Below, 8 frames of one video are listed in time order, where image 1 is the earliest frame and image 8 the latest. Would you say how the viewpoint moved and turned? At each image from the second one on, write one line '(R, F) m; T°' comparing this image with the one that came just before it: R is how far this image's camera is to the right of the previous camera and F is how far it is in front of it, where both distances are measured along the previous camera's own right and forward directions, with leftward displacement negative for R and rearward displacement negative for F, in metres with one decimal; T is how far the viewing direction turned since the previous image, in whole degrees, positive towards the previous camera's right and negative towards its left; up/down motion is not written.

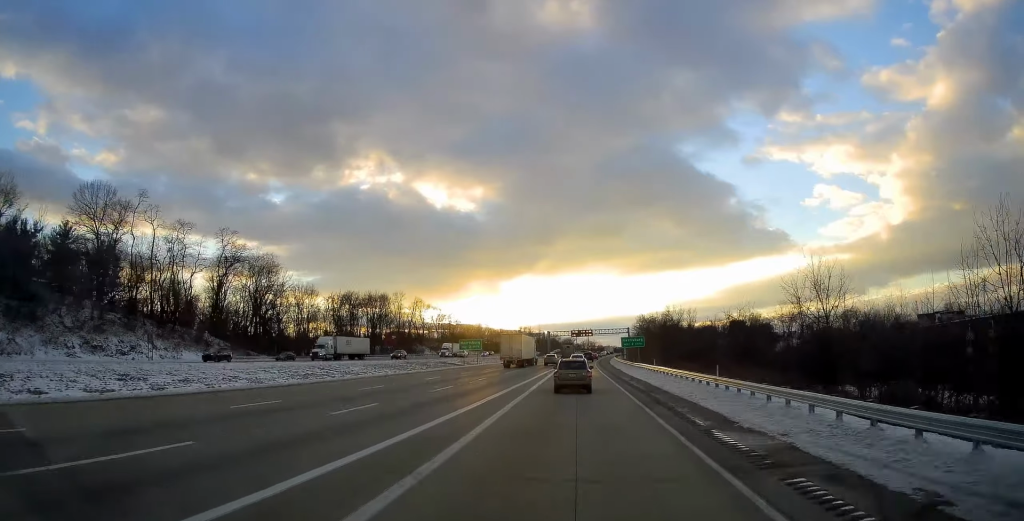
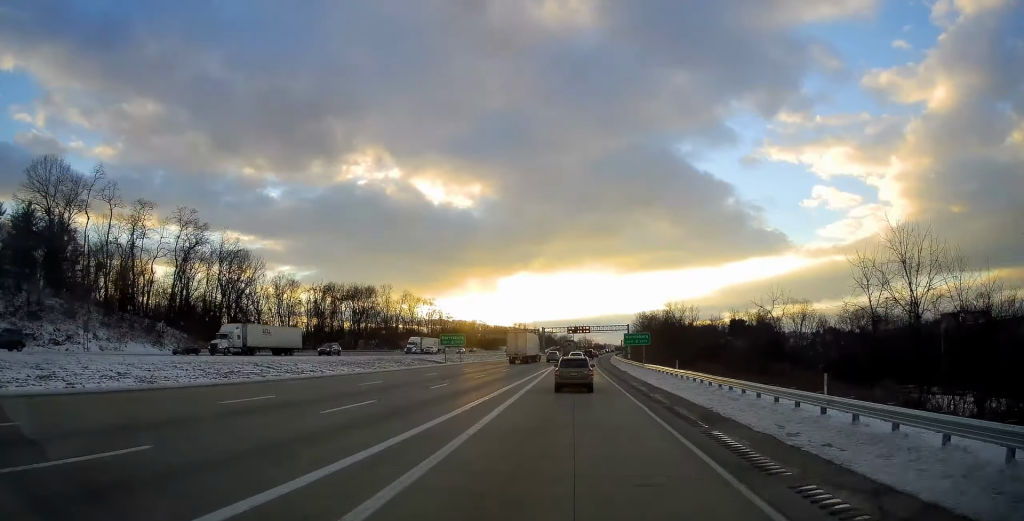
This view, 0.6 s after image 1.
(0.0, +12.1) m; 0°
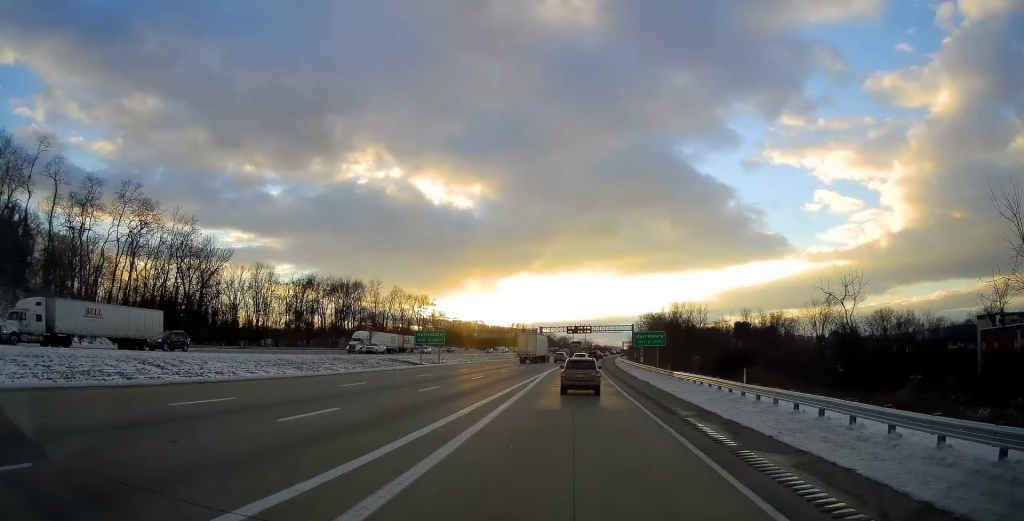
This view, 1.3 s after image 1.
(-0.1, +14.6) m; +1°
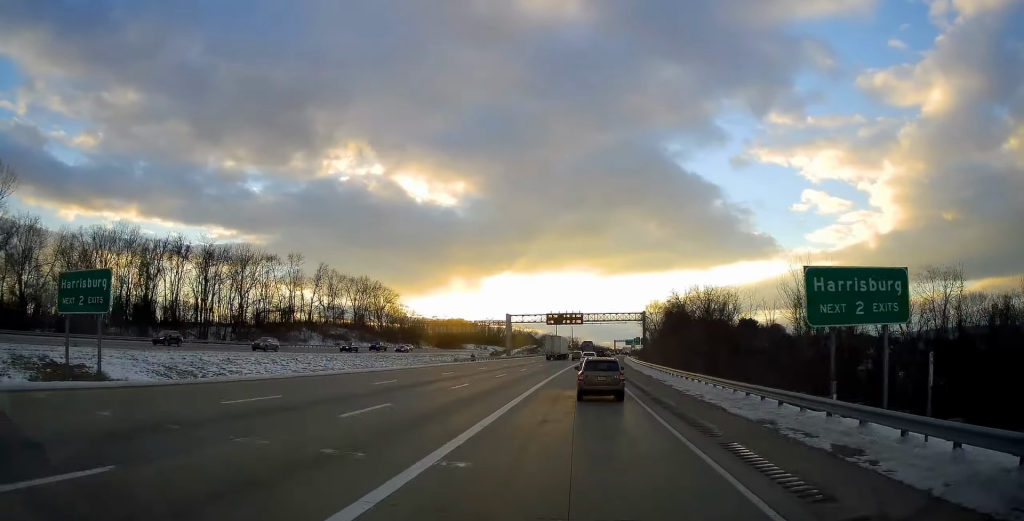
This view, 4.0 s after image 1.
(-0.2, +60.0) m; +1°
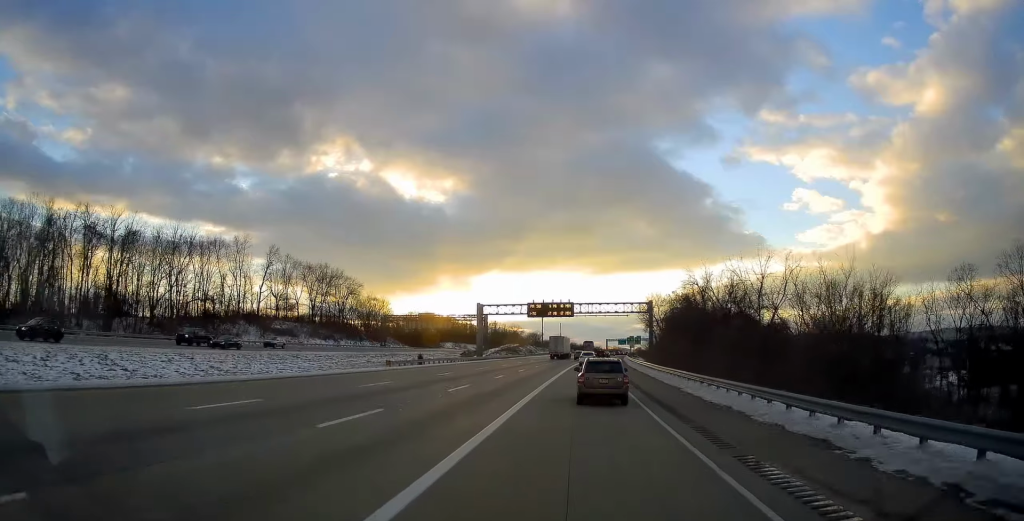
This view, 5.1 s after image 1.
(+0.9, +25.9) m; +2°
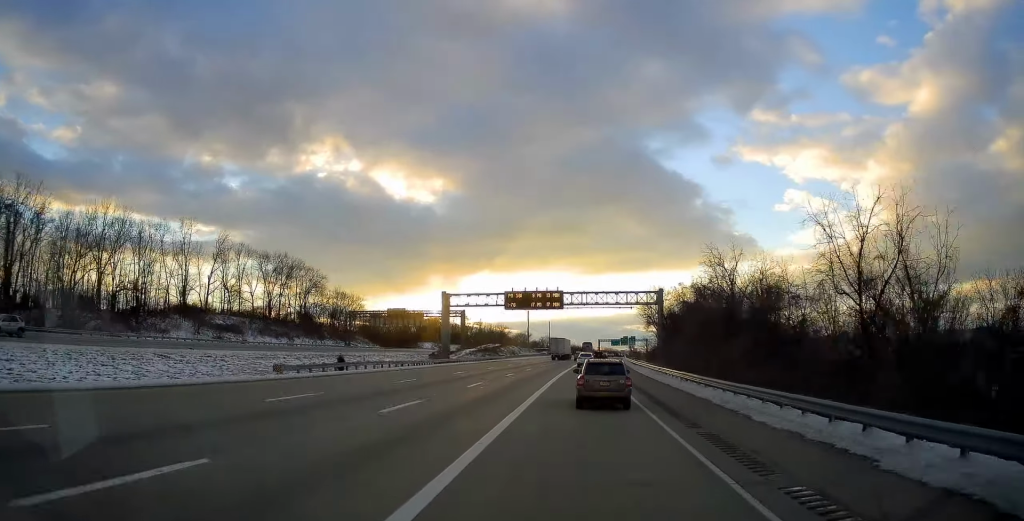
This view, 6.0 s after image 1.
(-0.2, +20.6) m; 0°
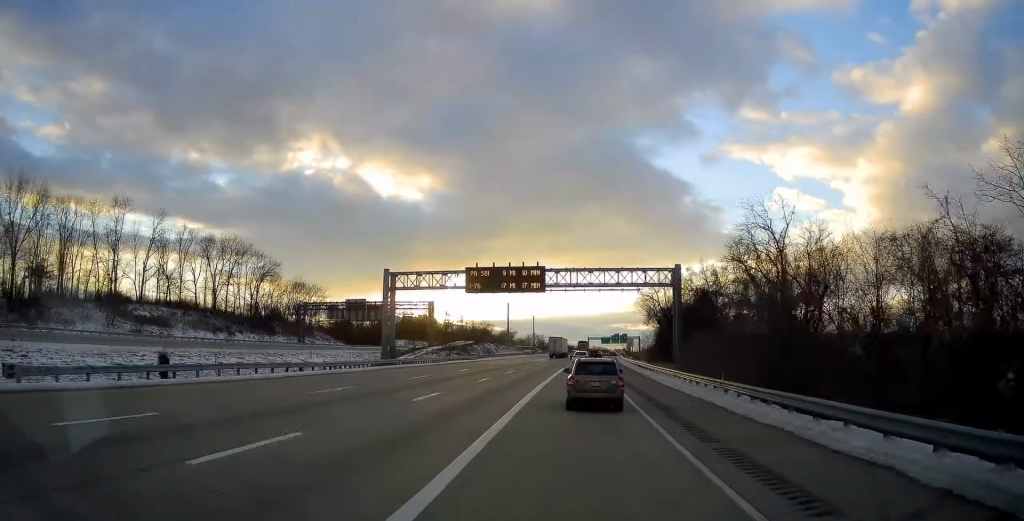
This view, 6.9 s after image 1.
(+0.1, +20.6) m; +1°
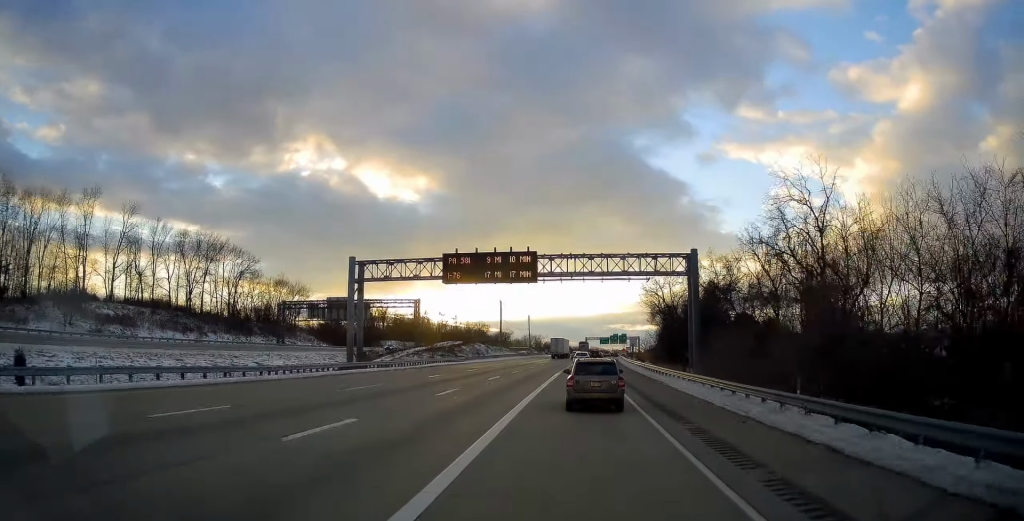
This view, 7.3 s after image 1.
(+0.2, +9.2) m; +1°
